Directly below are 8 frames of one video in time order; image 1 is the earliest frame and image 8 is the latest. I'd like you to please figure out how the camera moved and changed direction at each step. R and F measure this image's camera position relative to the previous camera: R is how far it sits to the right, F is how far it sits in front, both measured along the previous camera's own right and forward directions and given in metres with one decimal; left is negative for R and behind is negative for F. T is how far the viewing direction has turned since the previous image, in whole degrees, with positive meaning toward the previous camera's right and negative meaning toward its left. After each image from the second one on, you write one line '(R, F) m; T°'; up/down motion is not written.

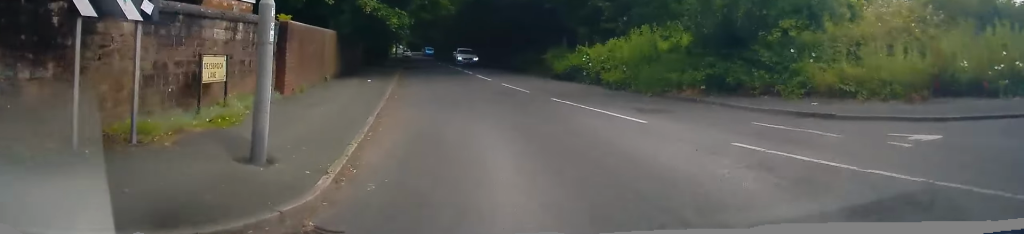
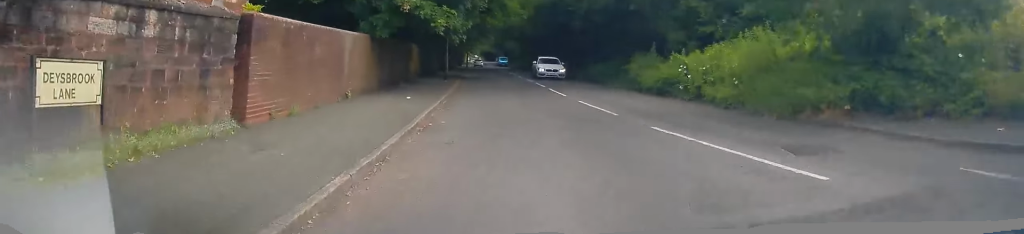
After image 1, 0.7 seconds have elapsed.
(+0.2, +4.5) m; -4°
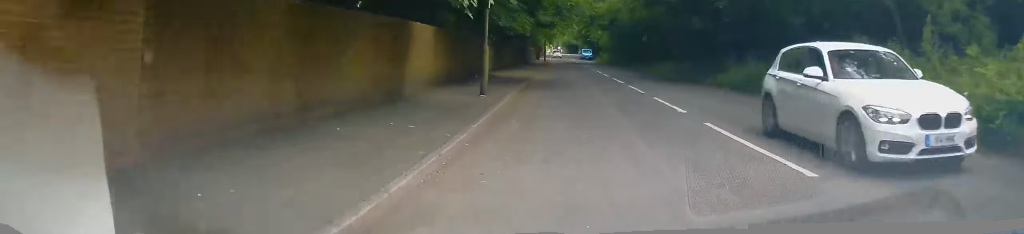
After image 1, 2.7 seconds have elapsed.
(-1.5, +13.7) m; -9°
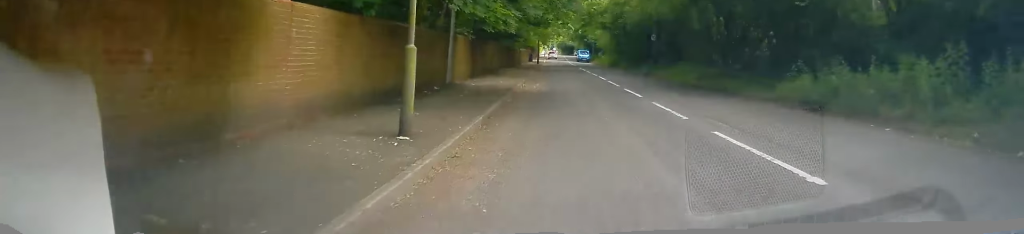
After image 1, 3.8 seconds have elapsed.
(-0.3, +7.2) m; -2°
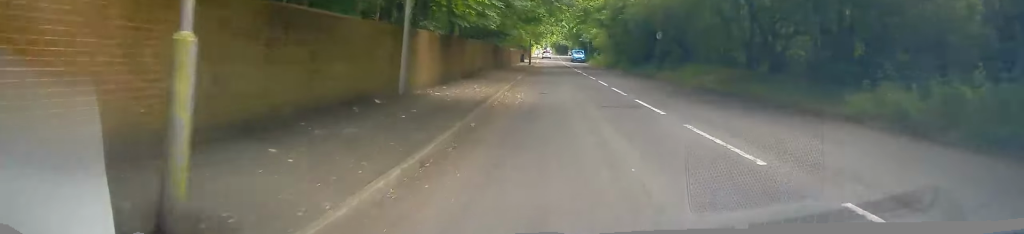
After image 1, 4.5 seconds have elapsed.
(0.0, +5.1) m; -1°
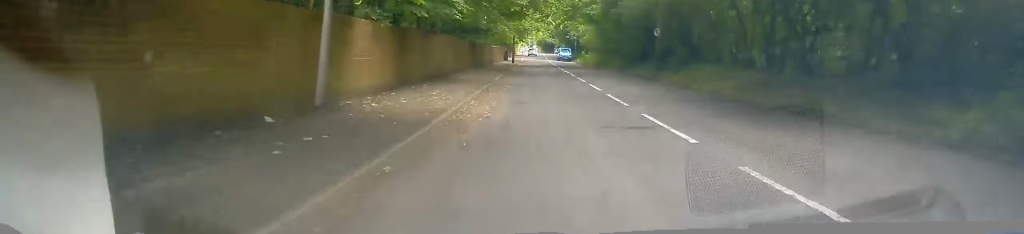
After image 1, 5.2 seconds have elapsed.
(0.0, +4.4) m; -2°
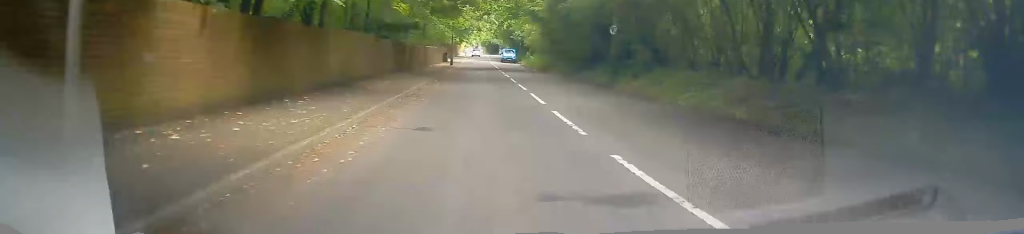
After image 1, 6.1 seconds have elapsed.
(-0.3, +5.1) m; -3°
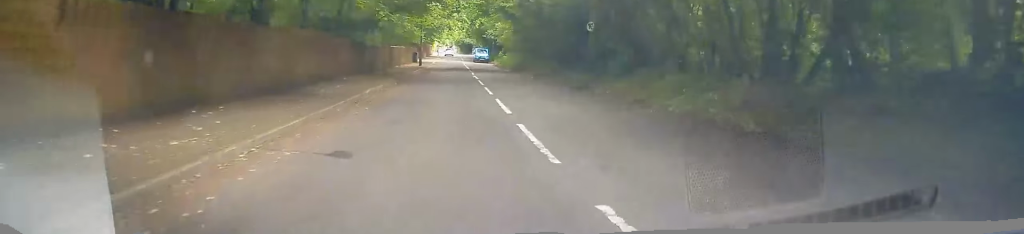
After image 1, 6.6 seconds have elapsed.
(-0.1, +2.4) m; +2°
